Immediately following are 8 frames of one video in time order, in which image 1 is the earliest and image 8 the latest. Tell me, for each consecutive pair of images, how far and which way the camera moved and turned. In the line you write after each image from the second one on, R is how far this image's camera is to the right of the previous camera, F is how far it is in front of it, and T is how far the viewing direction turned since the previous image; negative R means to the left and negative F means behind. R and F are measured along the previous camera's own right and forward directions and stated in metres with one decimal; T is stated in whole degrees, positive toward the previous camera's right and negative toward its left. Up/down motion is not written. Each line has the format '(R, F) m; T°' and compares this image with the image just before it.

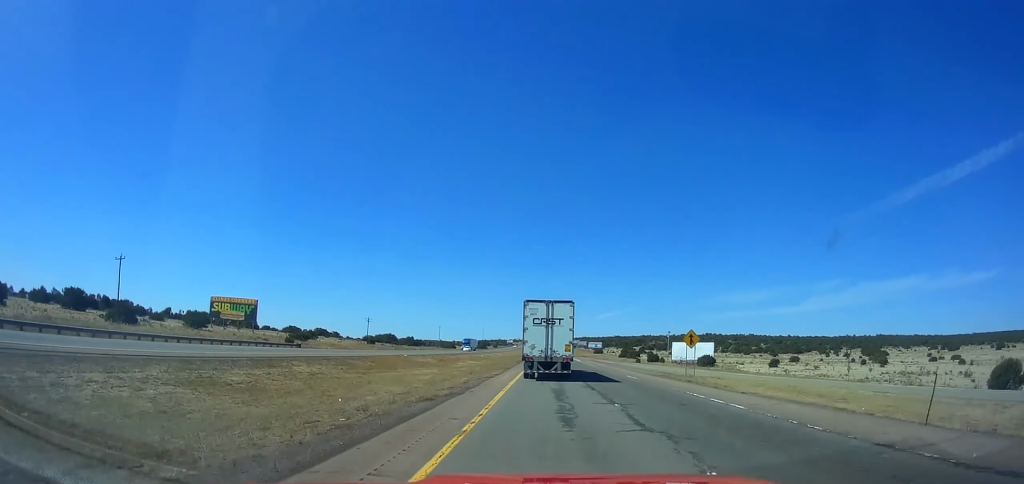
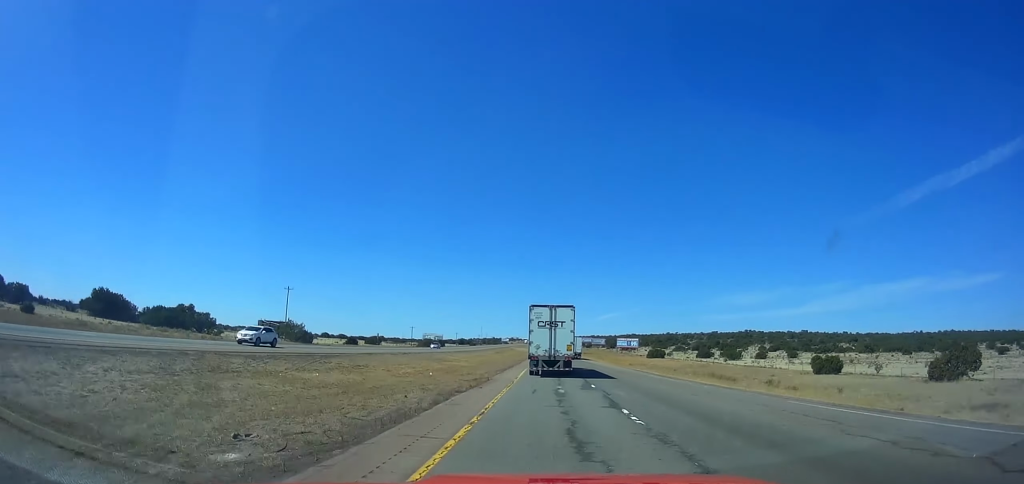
(+0.9, +187.6) m; 0°
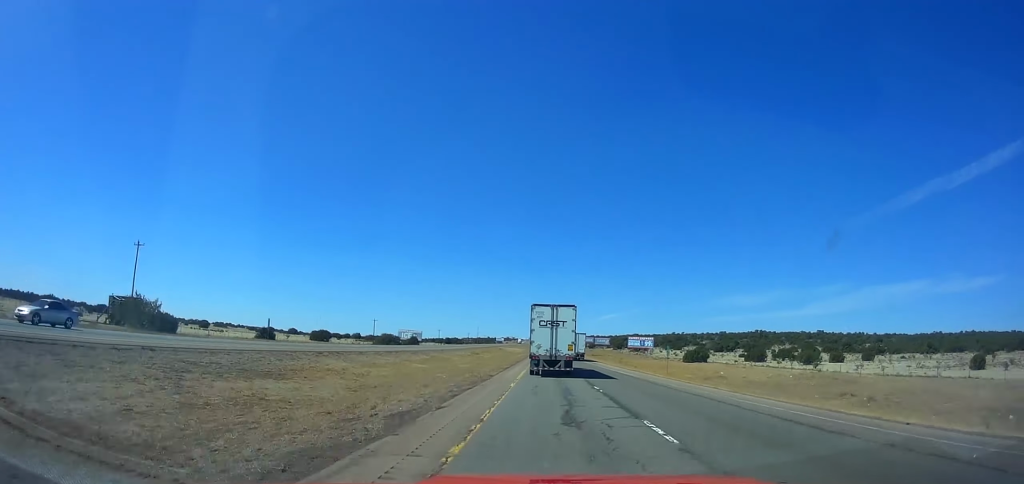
(-0.2, +50.9) m; 0°
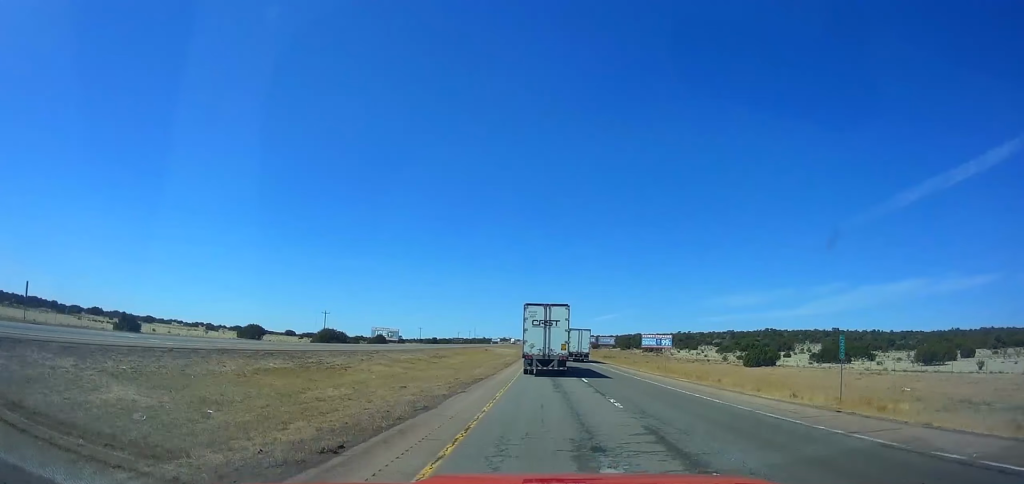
(-0.4, +41.9) m; 0°
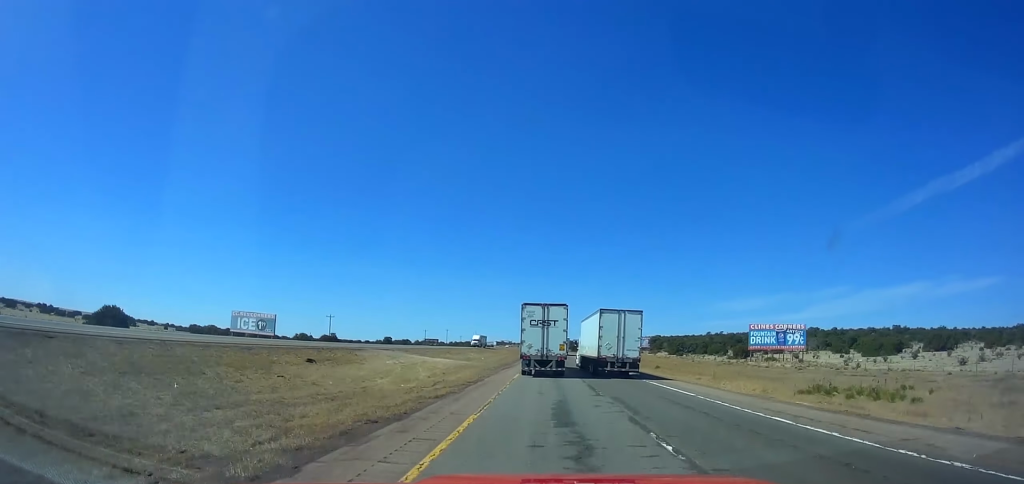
(+0.6, +117.4) m; 0°
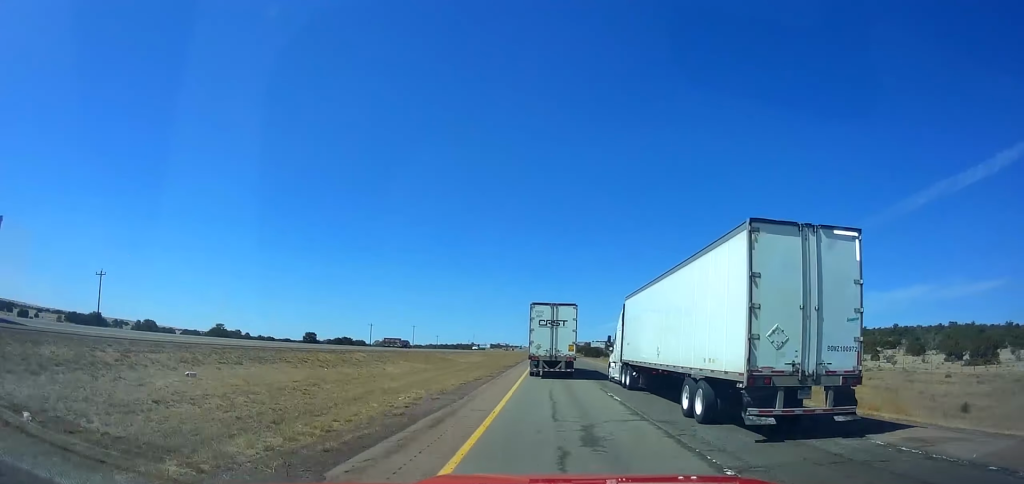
(-0.7, +87.8) m; 0°
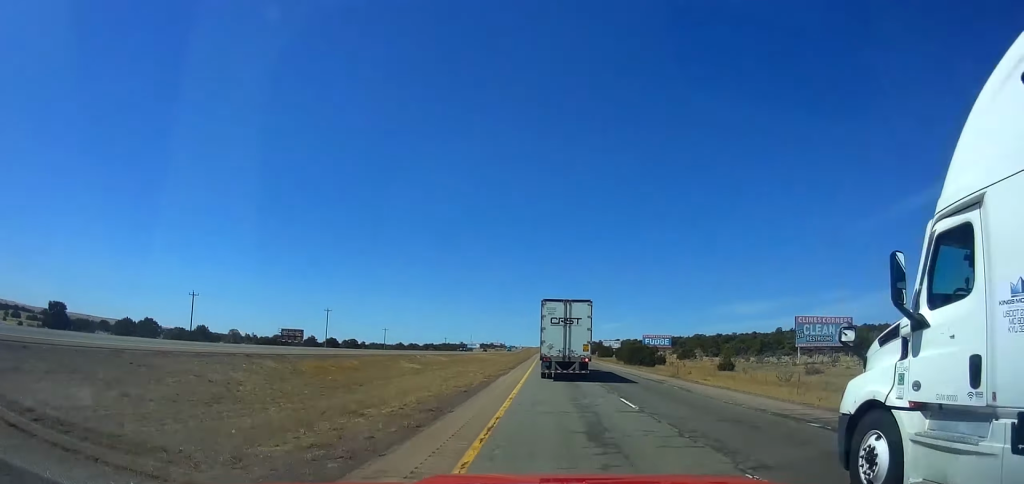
(+0.6, +100.8) m; 0°
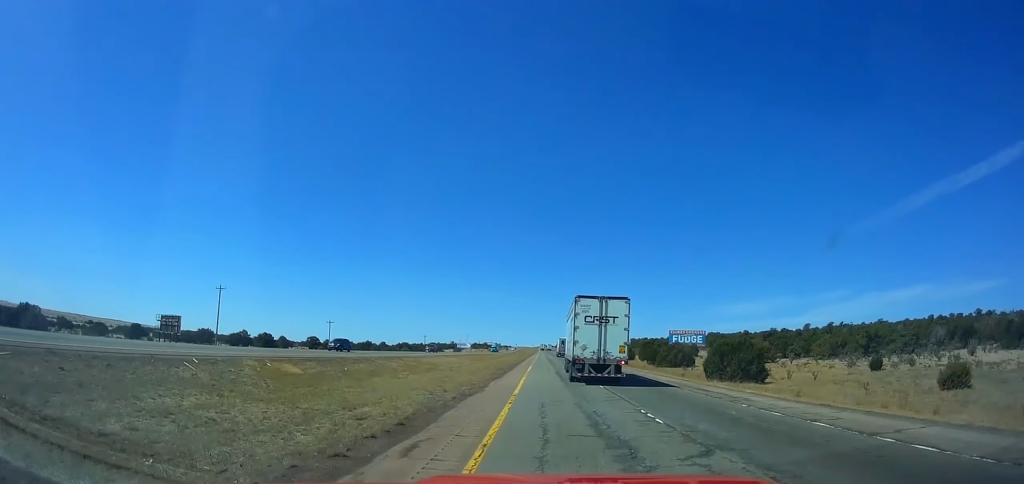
(-0.6, +52.6) m; 0°
